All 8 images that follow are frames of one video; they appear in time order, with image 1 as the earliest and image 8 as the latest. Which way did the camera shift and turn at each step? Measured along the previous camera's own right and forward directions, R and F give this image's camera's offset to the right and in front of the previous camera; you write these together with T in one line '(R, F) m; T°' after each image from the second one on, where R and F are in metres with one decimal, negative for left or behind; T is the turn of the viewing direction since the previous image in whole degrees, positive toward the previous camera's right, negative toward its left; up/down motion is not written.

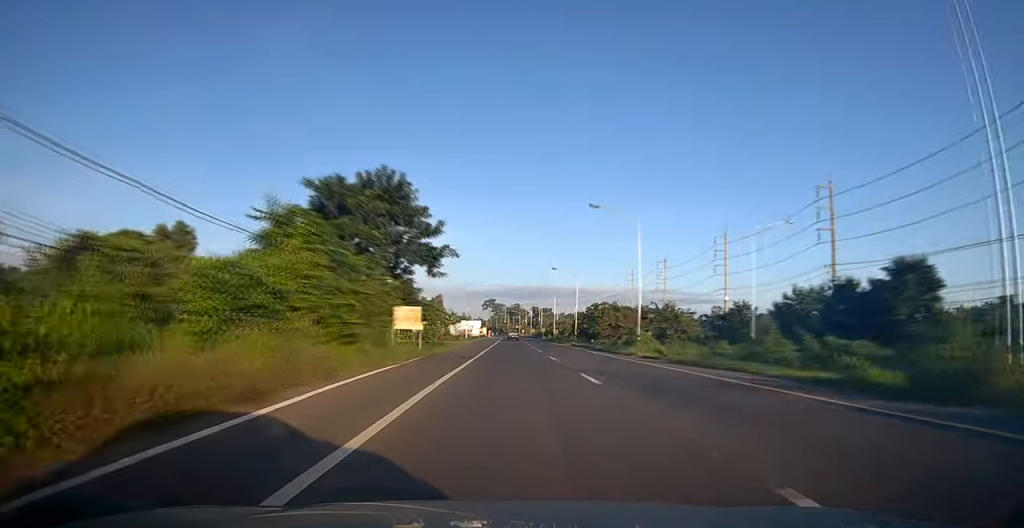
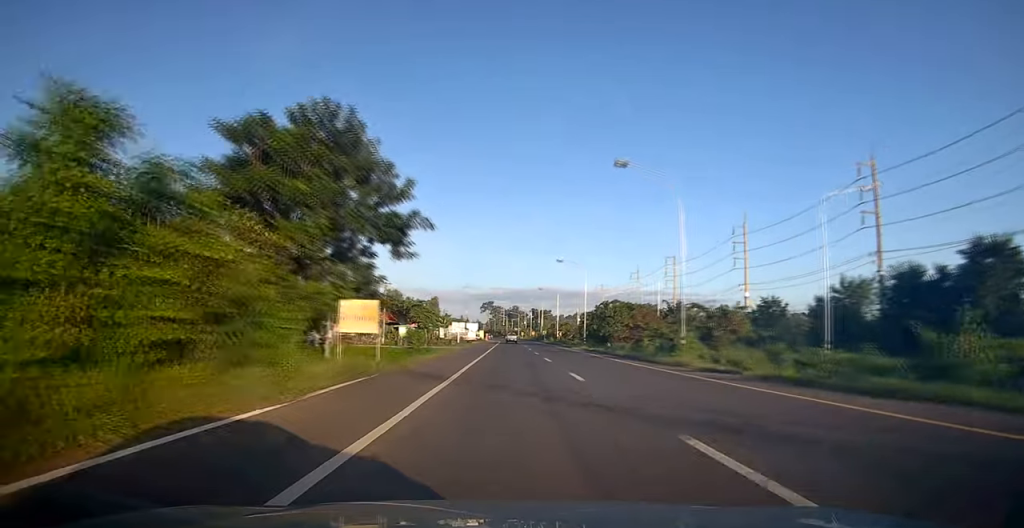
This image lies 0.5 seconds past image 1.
(+0.3, +9.6) m; 0°
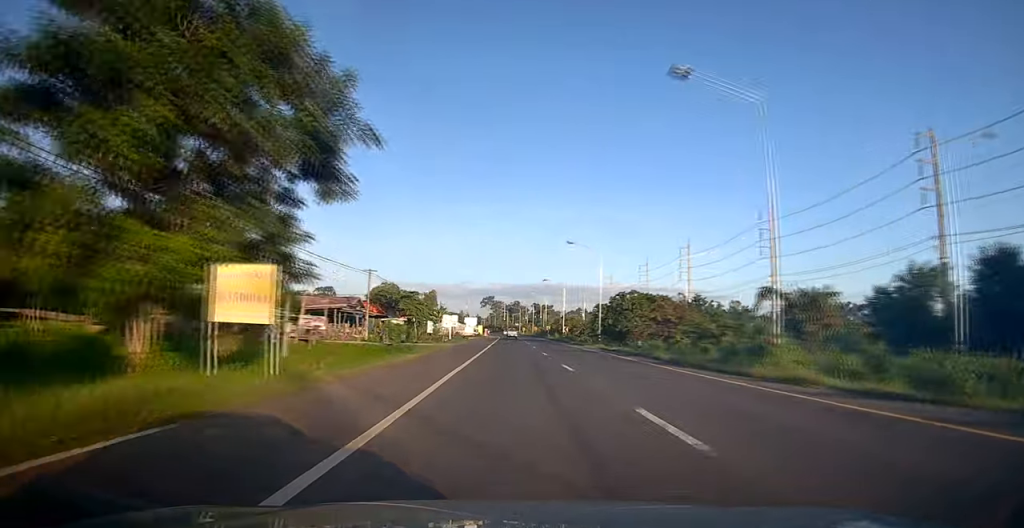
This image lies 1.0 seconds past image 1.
(+0.3, +9.6) m; 0°
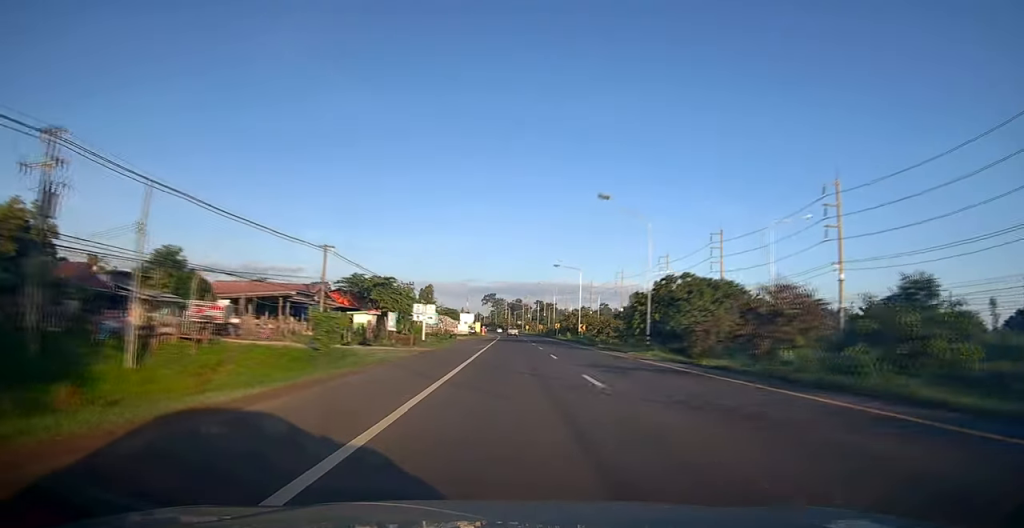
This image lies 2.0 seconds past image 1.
(-0.5, +17.8) m; -2°
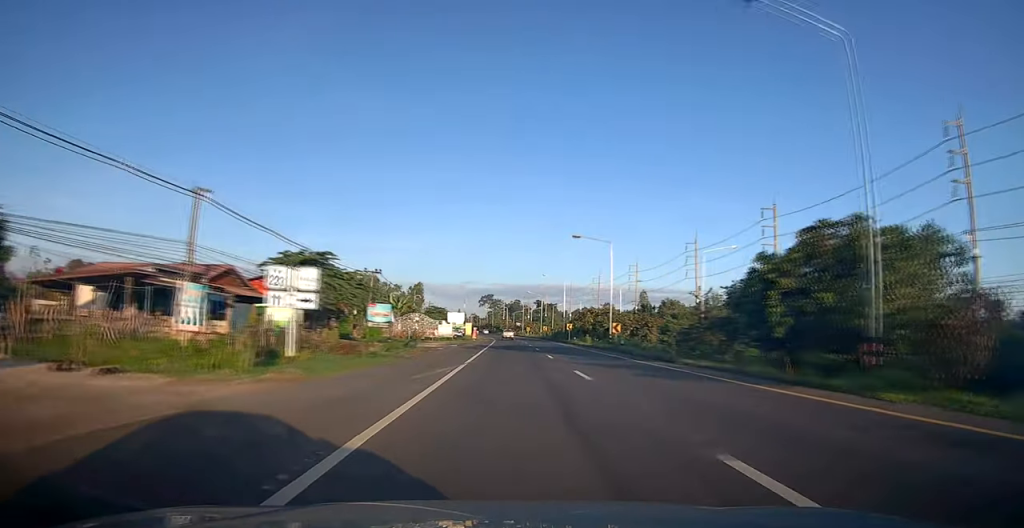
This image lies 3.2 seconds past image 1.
(+0.2, +22.2) m; +2°
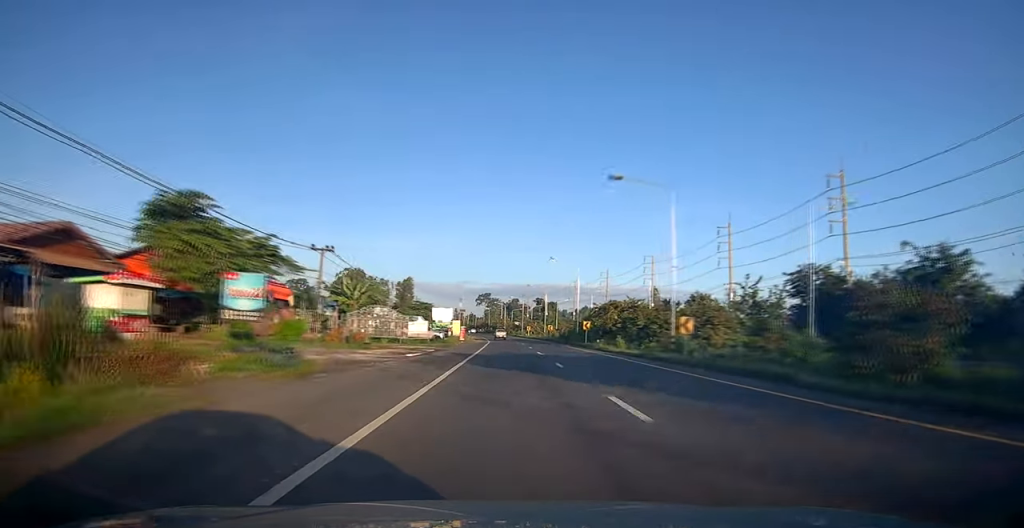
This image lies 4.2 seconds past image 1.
(+0.4, +18.2) m; 0°
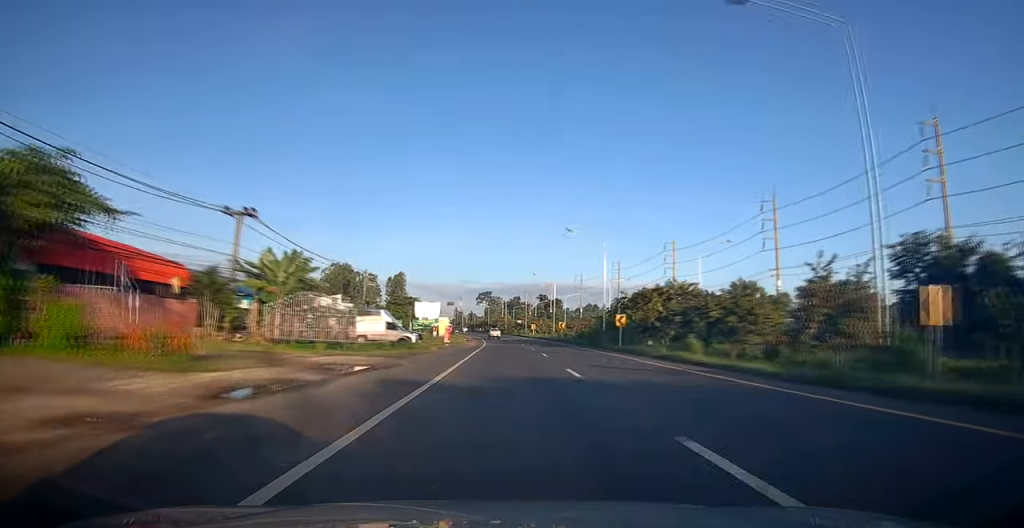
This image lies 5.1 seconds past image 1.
(-0.4, +16.6) m; 0°
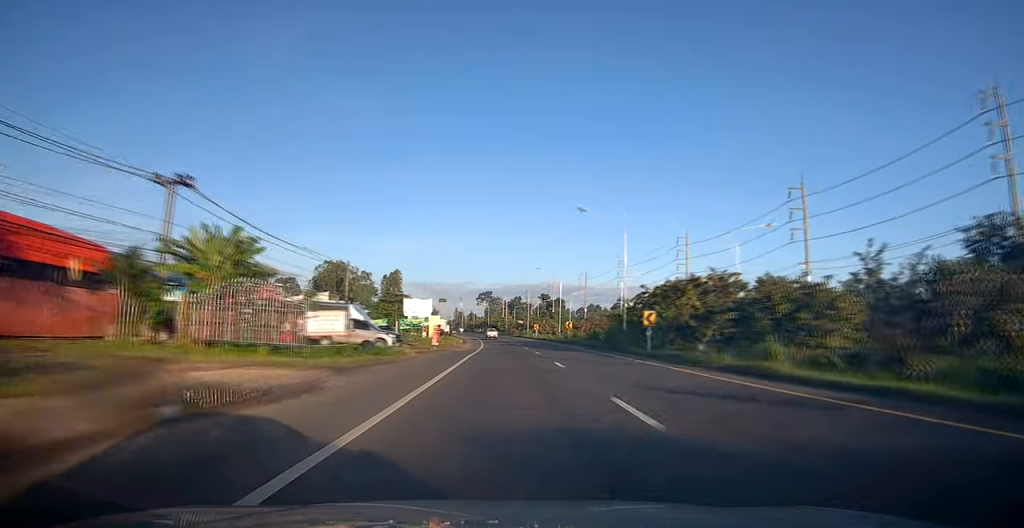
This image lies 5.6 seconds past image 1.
(+0.2, +7.9) m; 0°
